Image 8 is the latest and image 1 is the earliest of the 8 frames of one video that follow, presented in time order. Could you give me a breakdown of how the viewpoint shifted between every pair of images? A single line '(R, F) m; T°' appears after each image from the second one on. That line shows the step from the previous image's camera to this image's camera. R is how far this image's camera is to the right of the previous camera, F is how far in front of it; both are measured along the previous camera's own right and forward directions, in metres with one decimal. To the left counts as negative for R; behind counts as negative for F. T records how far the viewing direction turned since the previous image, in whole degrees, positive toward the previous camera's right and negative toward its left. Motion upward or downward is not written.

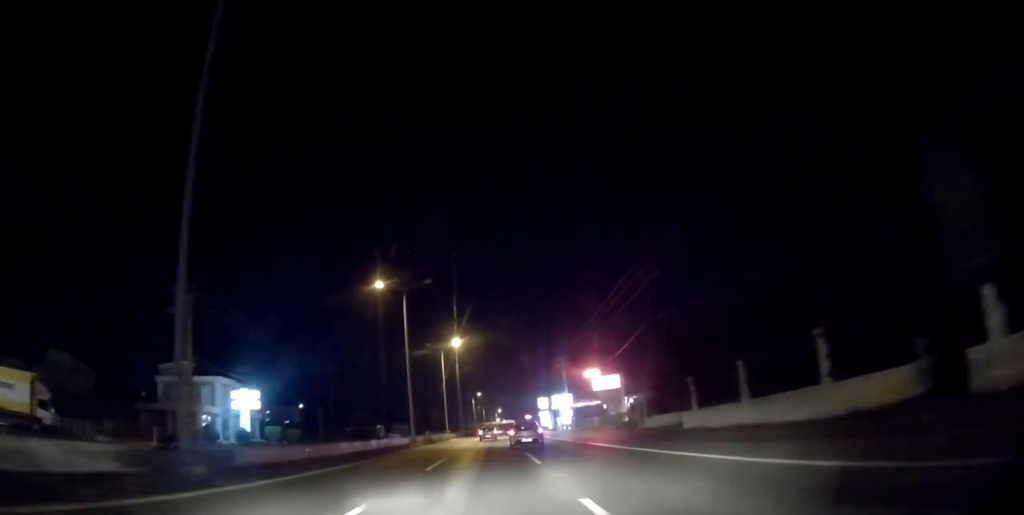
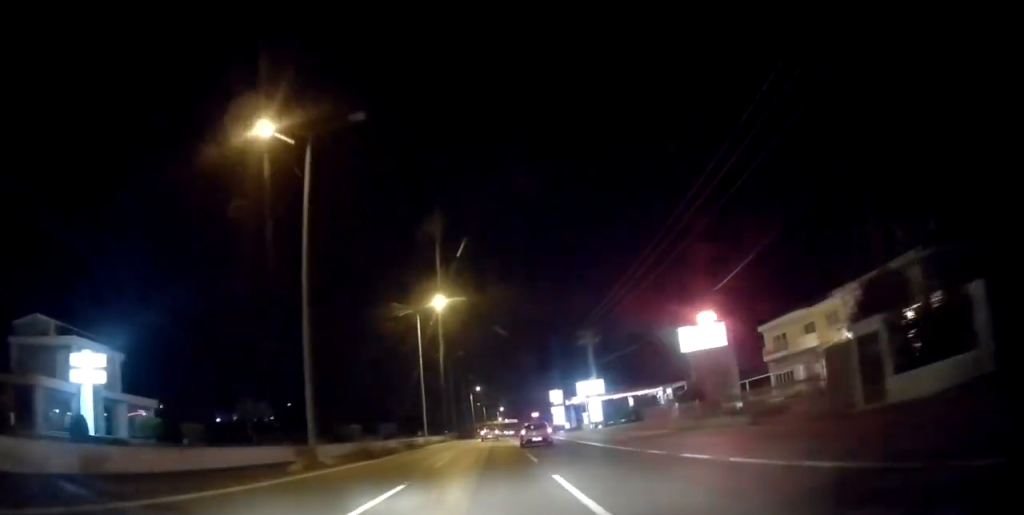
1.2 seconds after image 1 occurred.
(+0.5, +25.8) m; +1°
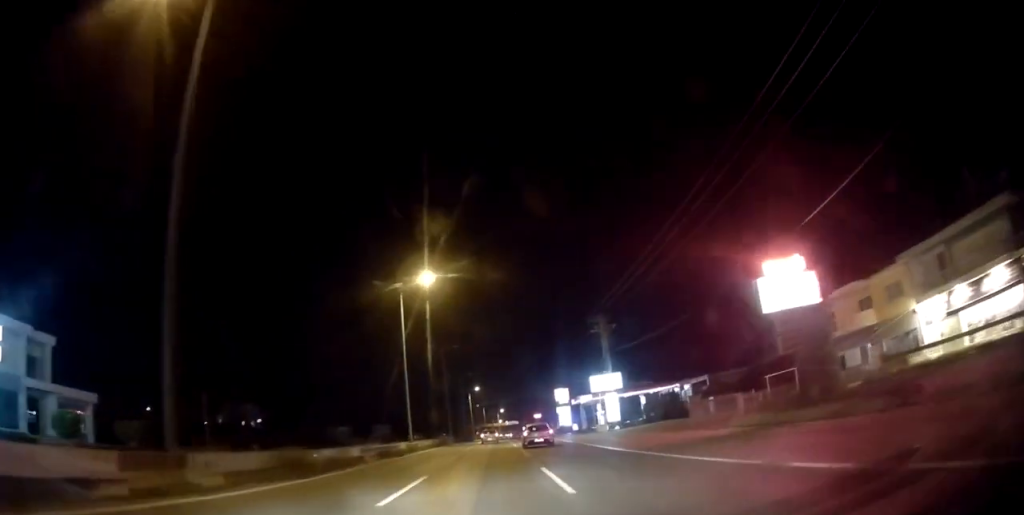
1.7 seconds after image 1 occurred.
(0.0, +9.6) m; 0°
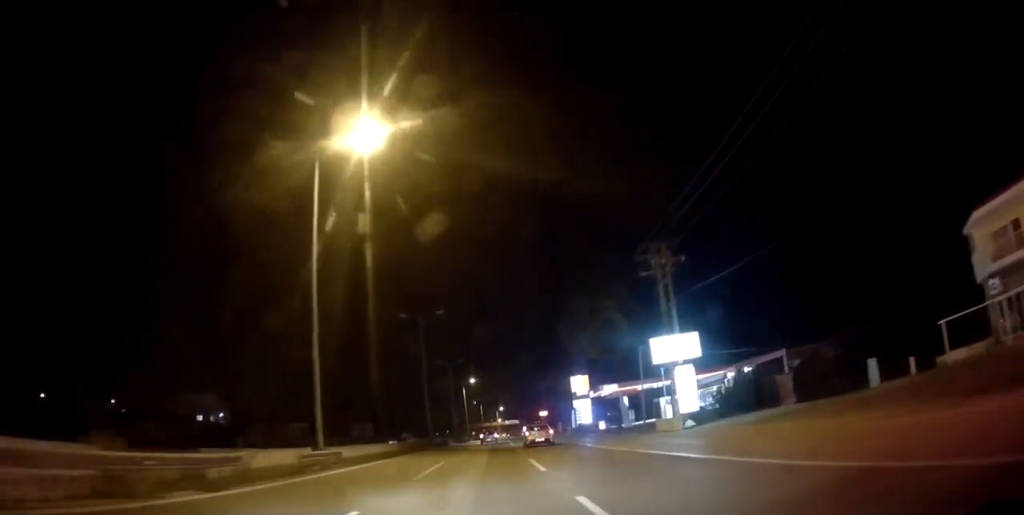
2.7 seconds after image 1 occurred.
(0.0, +23.0) m; 0°
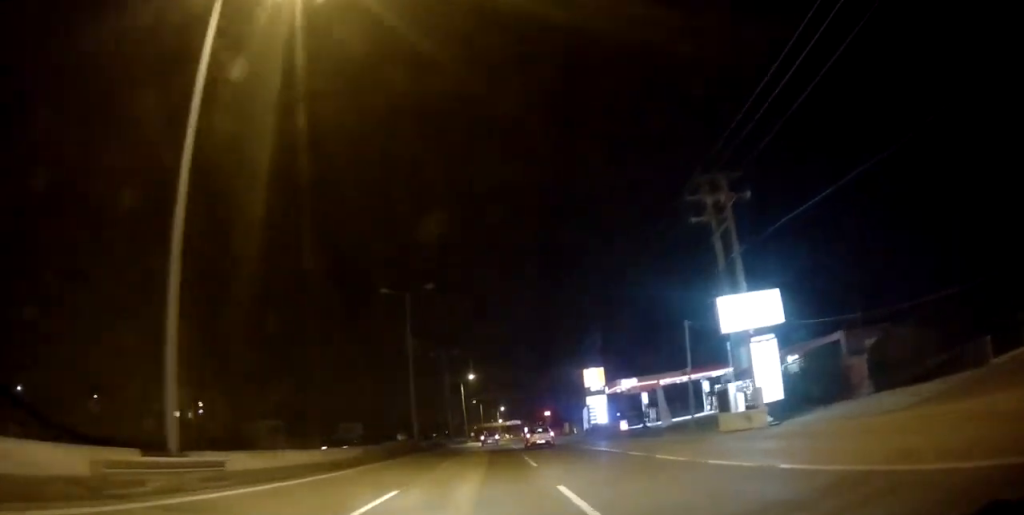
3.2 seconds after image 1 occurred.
(0.0, +10.6) m; 0°
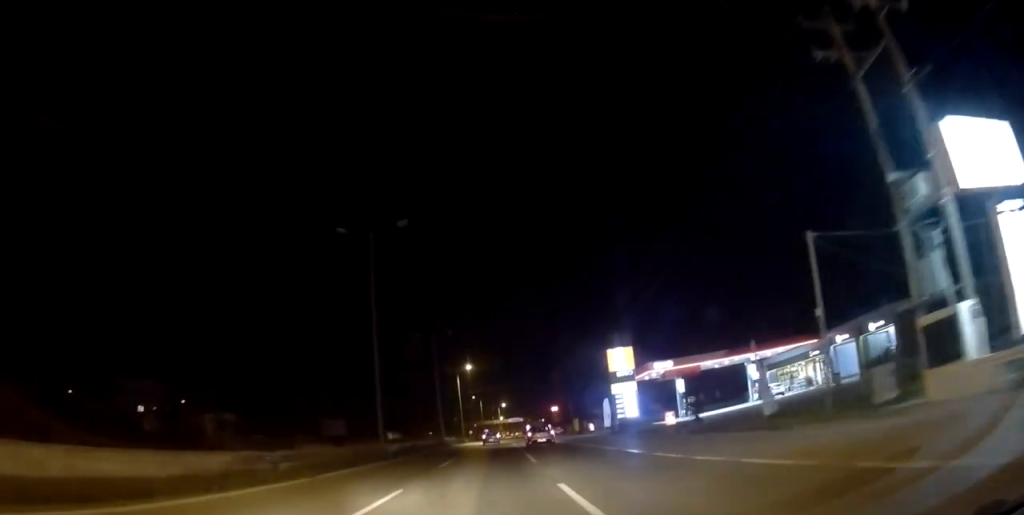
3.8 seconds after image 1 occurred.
(0.0, +14.0) m; 0°
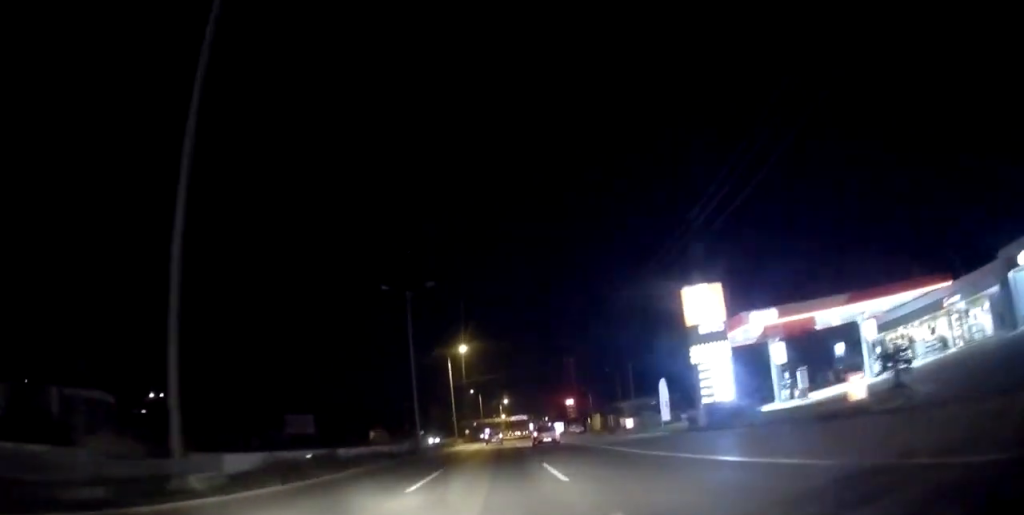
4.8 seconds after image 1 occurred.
(0.0, +21.4) m; 0°
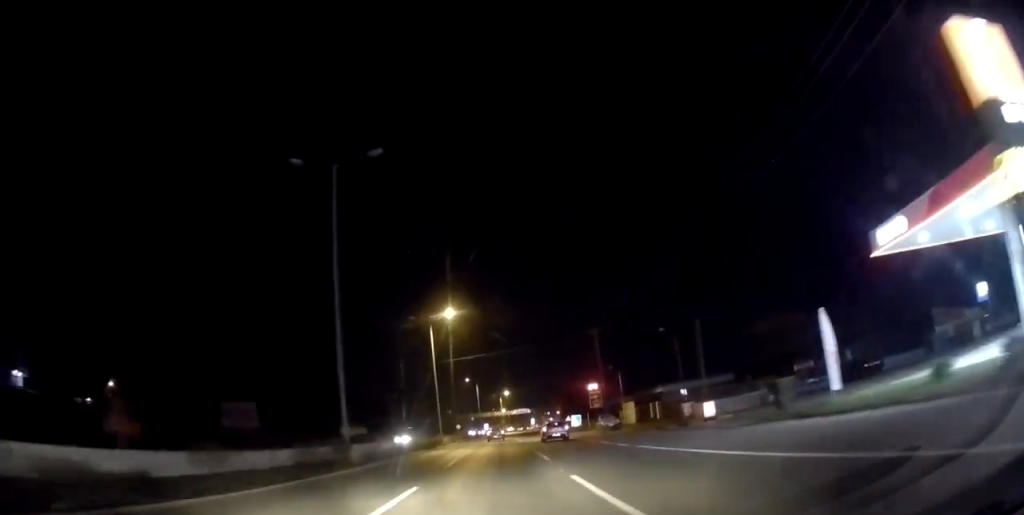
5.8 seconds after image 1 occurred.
(0.0, +22.0) m; 0°
